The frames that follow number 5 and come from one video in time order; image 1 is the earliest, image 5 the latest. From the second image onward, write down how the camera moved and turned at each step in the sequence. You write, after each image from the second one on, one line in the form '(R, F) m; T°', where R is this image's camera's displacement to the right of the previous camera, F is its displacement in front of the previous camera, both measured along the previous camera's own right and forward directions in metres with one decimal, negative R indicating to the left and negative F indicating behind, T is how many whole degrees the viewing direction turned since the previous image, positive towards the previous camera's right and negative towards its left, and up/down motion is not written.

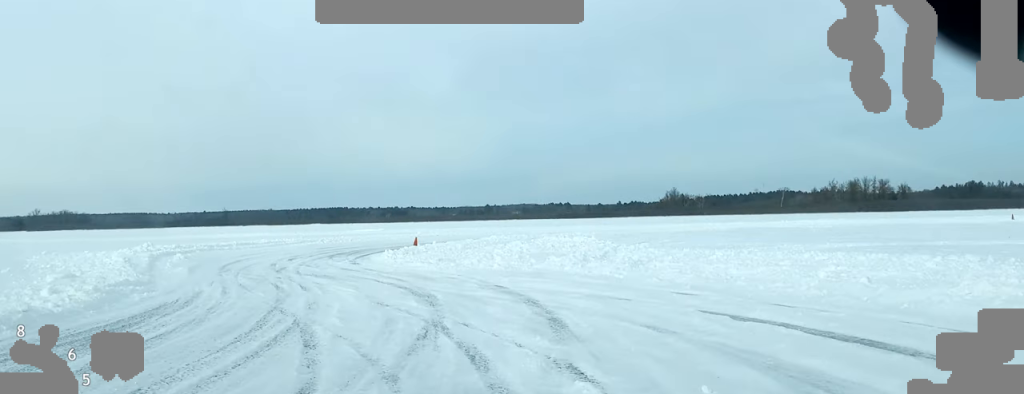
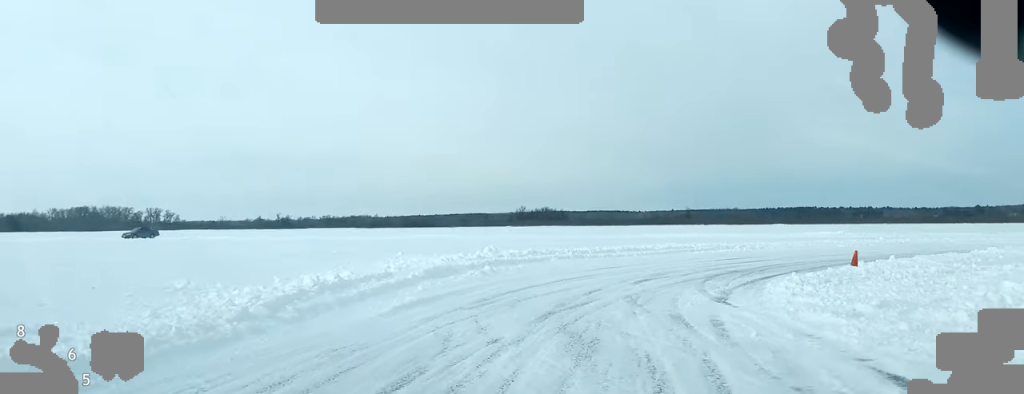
(-3.4, +14.3) m; -21°
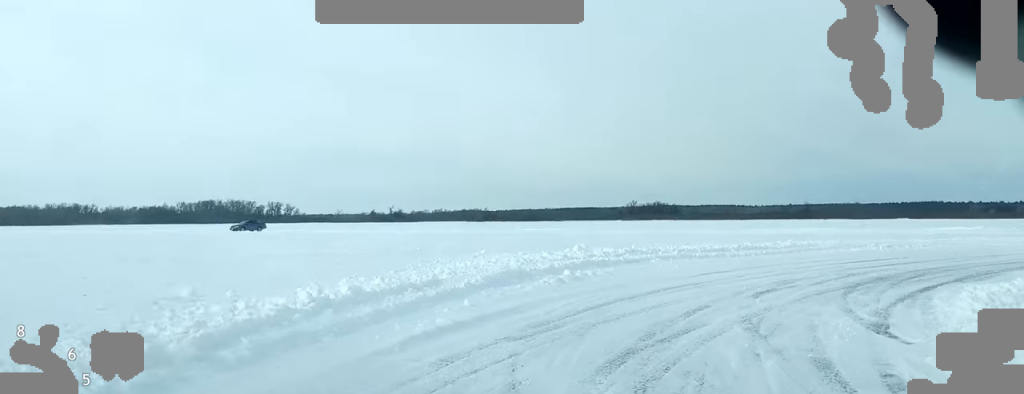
(-0.3, +4.7) m; 0°
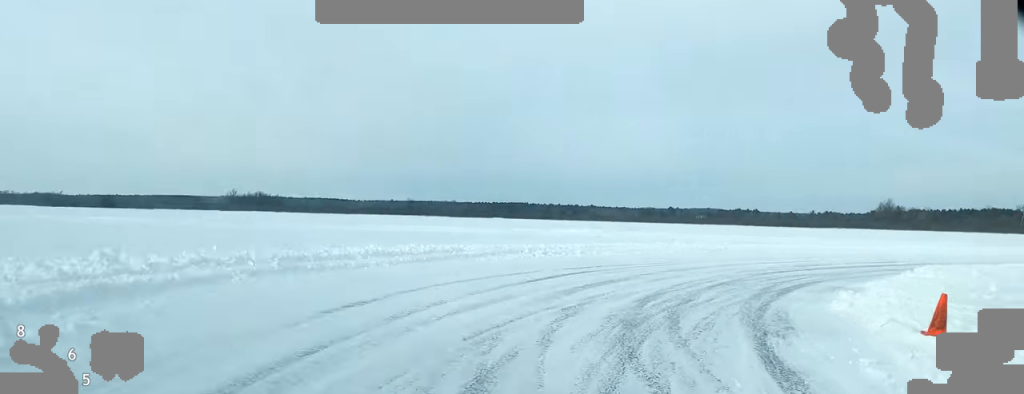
(+0.3, +11.0) m; +7°
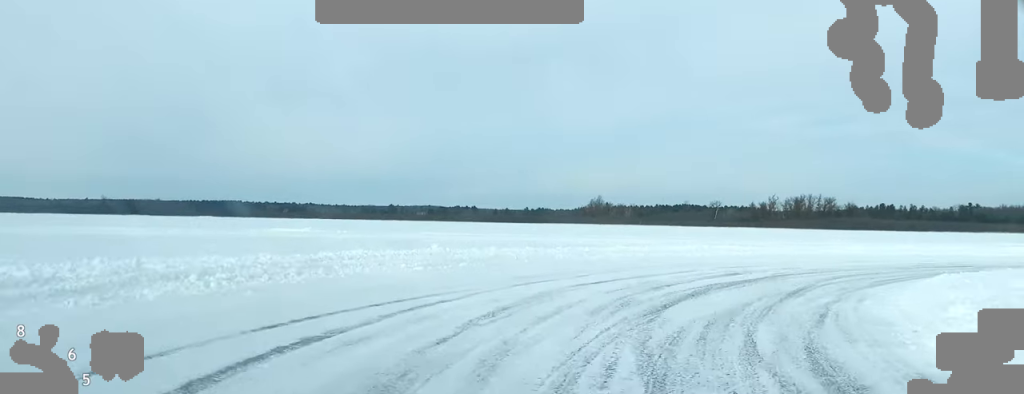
(+1.7, +13.9) m; +17°
